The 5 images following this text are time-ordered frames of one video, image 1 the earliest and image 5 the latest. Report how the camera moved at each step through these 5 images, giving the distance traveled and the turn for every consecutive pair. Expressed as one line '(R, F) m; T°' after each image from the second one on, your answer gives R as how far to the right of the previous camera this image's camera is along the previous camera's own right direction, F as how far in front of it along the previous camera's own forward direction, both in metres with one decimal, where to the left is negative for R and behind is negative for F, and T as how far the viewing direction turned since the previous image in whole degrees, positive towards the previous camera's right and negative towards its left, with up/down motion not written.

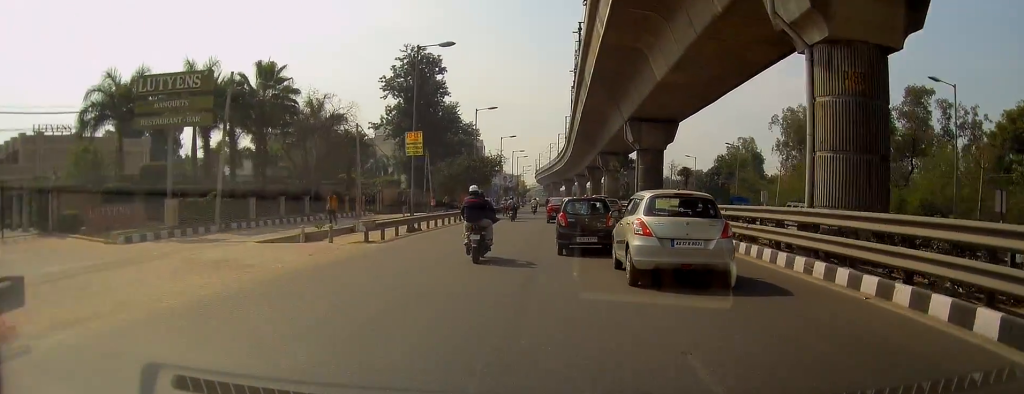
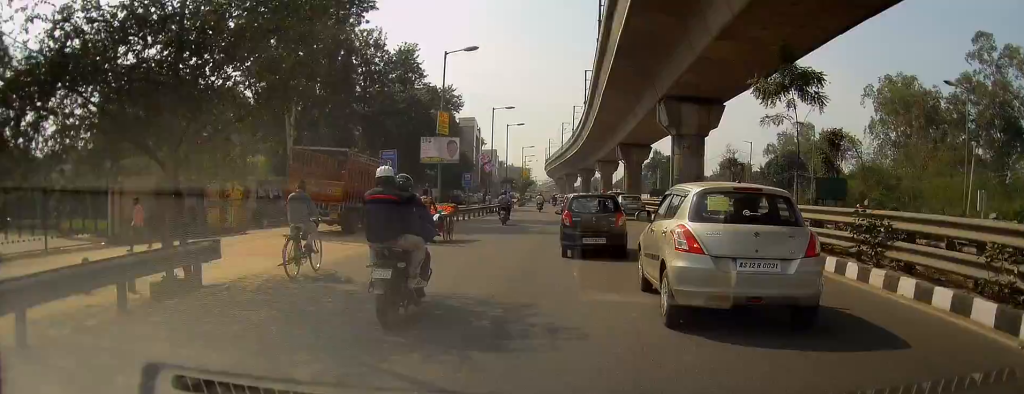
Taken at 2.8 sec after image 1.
(-0.7, +38.3) m; -1°
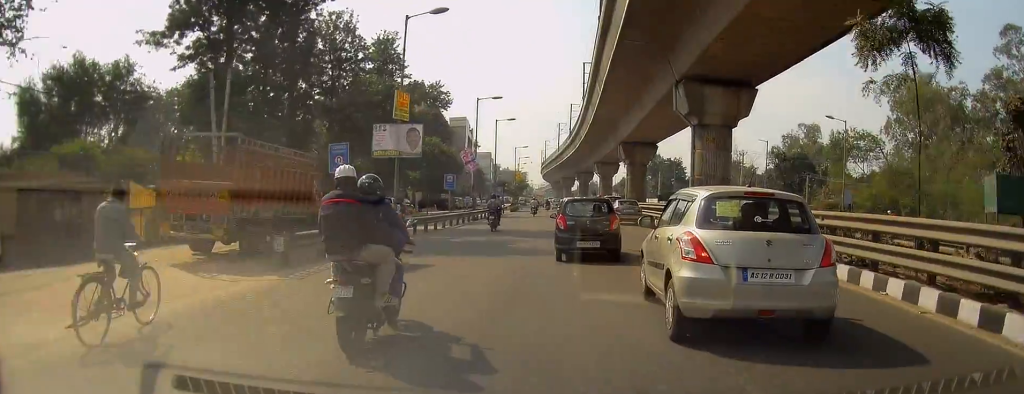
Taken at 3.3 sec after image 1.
(0.0, +6.8) m; 0°
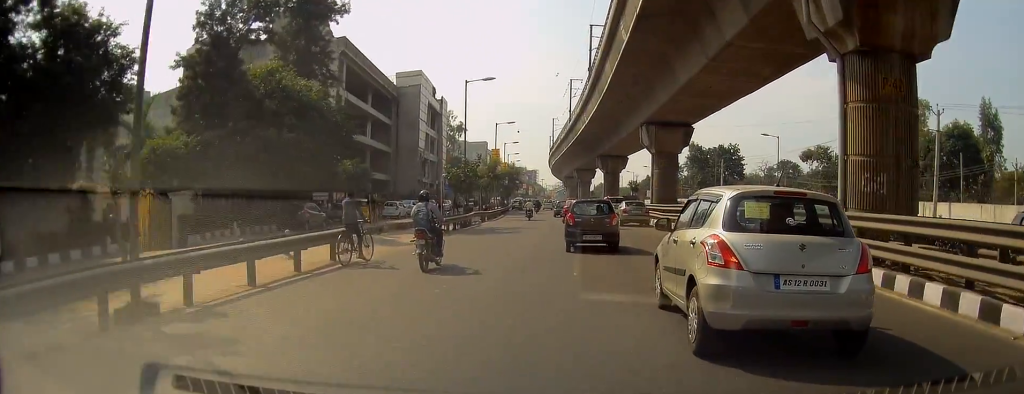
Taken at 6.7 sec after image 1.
(+0.5, +45.1) m; 0°
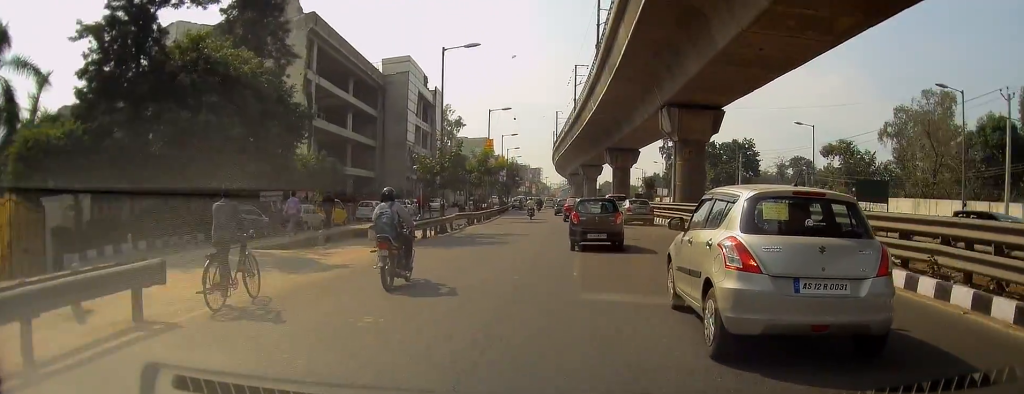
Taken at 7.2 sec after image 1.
(0.0, +7.3) m; -1°
